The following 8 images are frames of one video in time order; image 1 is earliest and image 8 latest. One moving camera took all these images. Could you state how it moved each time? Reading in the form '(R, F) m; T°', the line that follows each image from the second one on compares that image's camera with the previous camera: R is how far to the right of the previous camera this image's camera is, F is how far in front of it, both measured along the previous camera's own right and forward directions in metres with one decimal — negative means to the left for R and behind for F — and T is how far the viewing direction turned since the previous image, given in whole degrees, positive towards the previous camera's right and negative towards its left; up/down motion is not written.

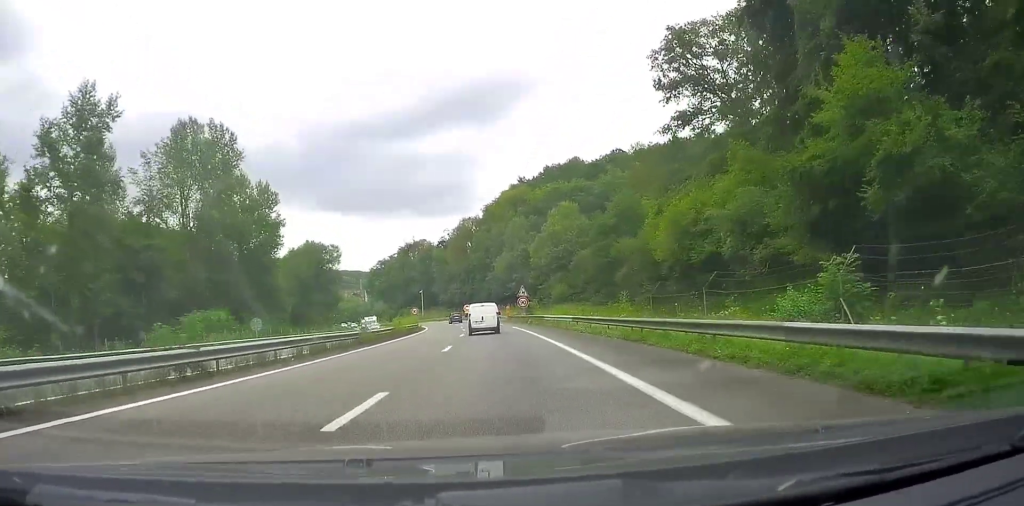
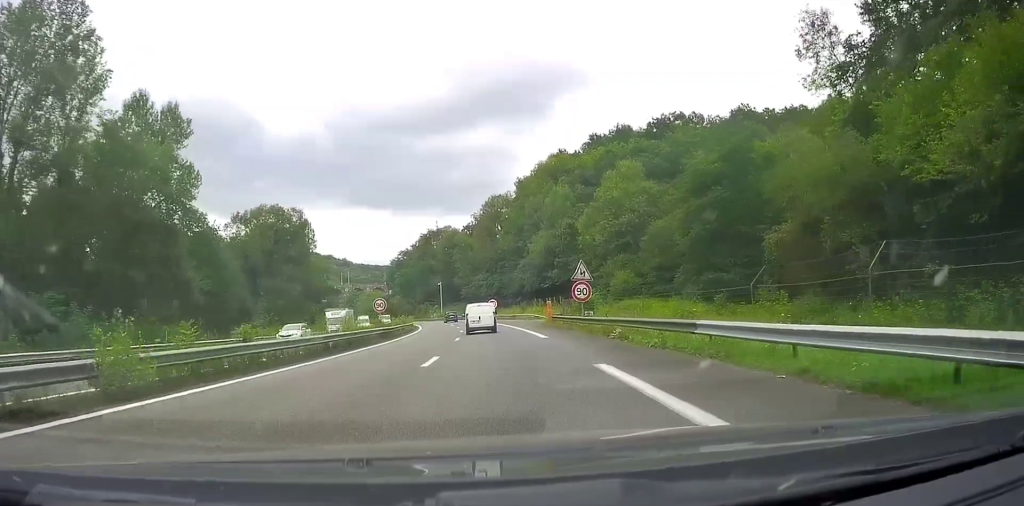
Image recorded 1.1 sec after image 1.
(-1.4, +31.7) m; -4°
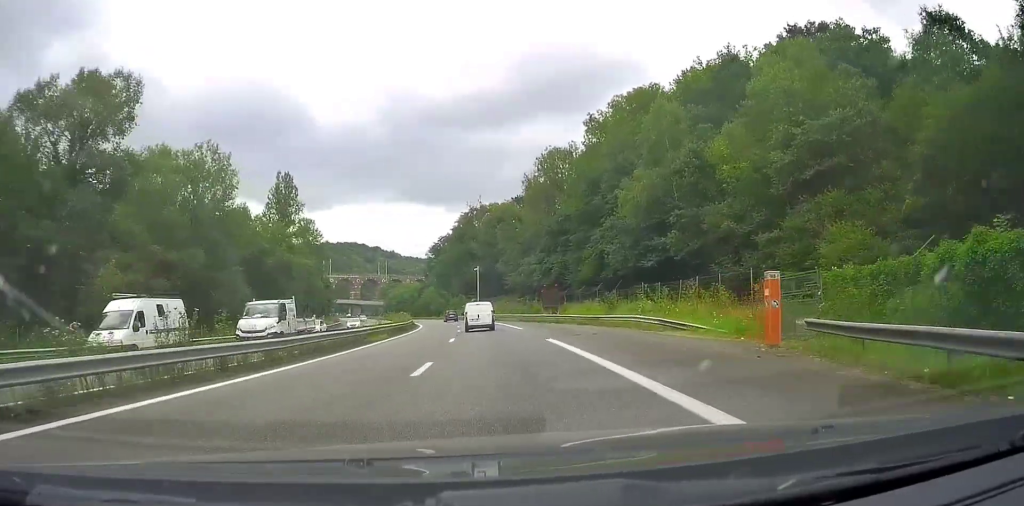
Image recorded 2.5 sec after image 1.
(-1.1, +41.6) m; -4°
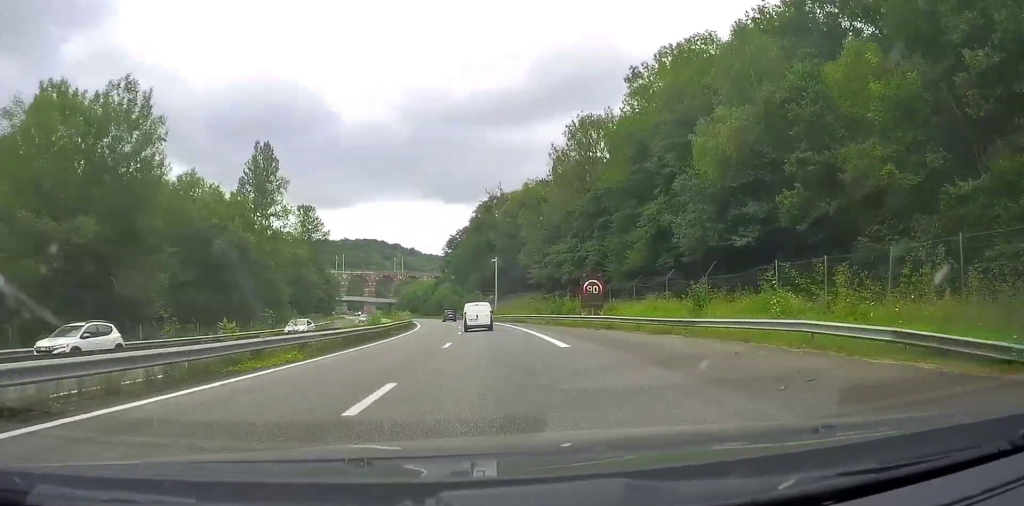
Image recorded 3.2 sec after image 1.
(-0.1, +17.5) m; -2°
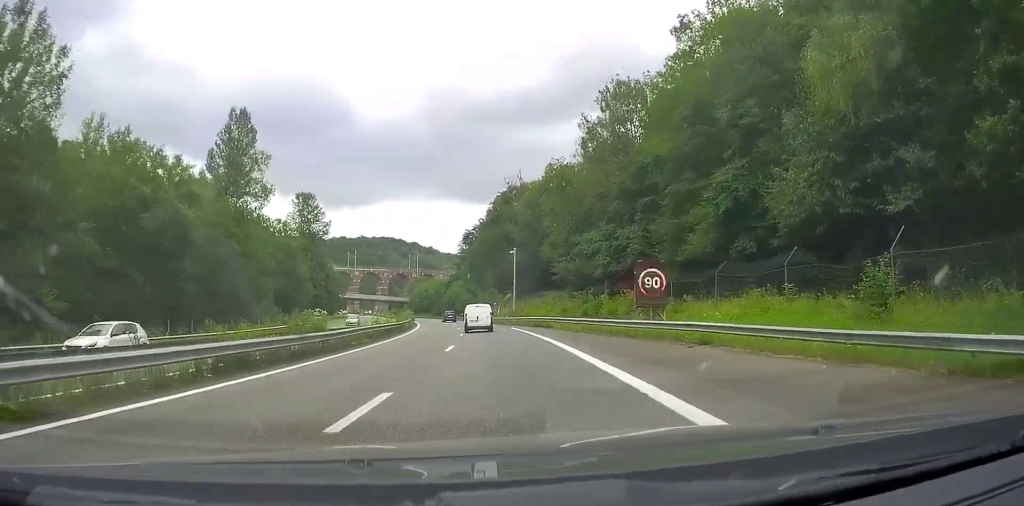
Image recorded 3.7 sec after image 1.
(-0.7, +14.0) m; -2°
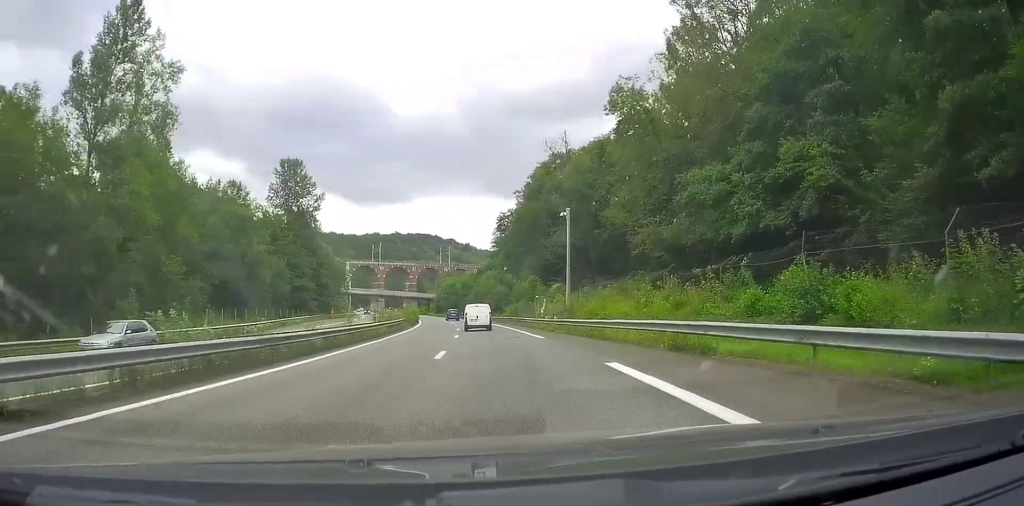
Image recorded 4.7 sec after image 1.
(-0.6, +29.9) m; -4°
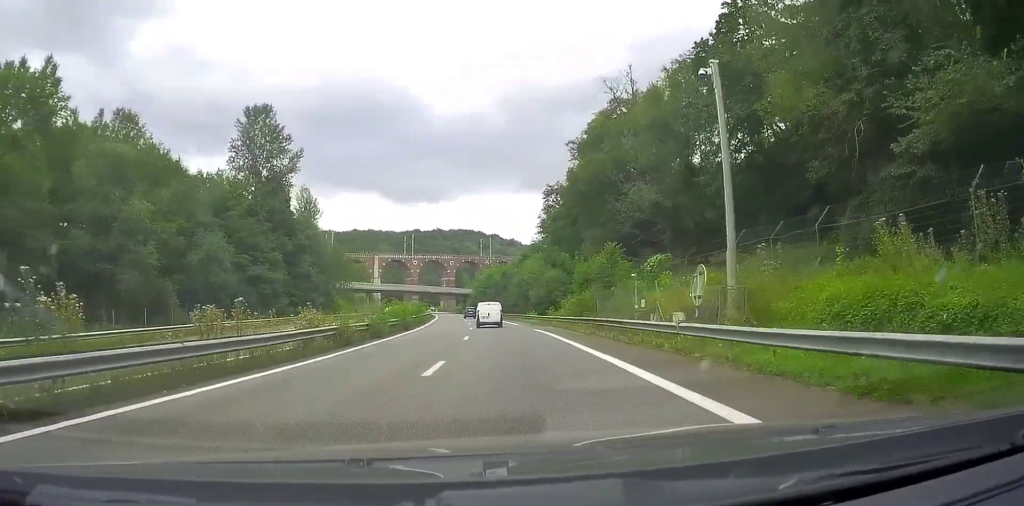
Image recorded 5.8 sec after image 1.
(-1.4, +30.3) m; -5°
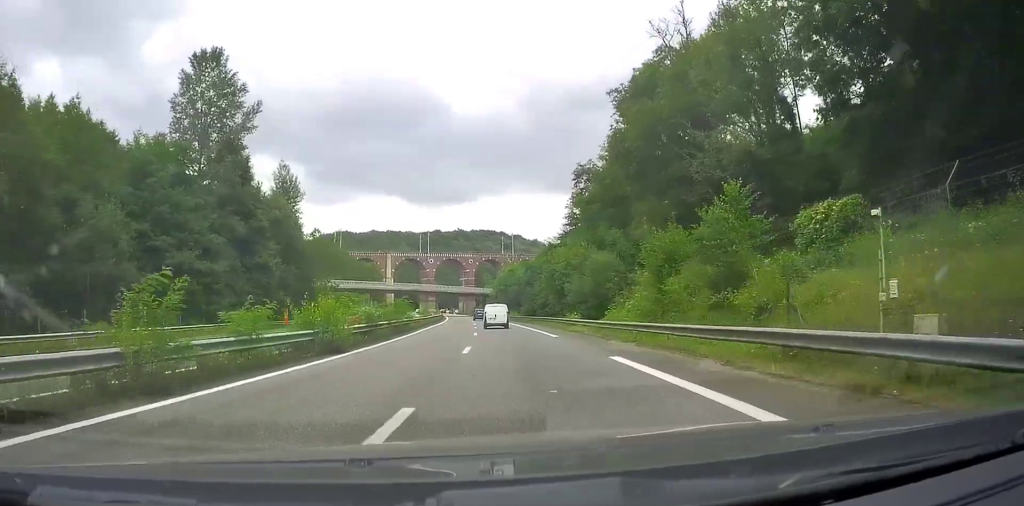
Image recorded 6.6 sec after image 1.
(-0.5, +19.9) m; -3°
